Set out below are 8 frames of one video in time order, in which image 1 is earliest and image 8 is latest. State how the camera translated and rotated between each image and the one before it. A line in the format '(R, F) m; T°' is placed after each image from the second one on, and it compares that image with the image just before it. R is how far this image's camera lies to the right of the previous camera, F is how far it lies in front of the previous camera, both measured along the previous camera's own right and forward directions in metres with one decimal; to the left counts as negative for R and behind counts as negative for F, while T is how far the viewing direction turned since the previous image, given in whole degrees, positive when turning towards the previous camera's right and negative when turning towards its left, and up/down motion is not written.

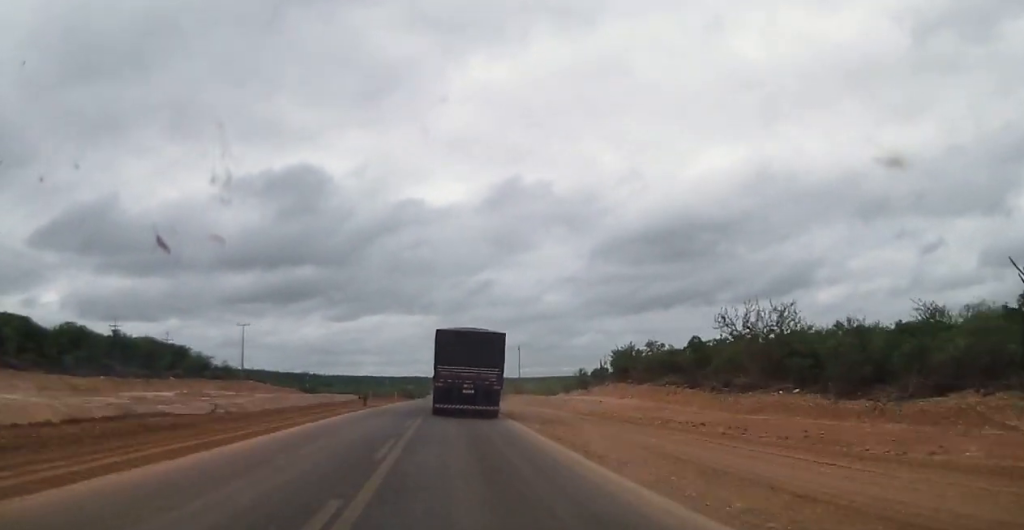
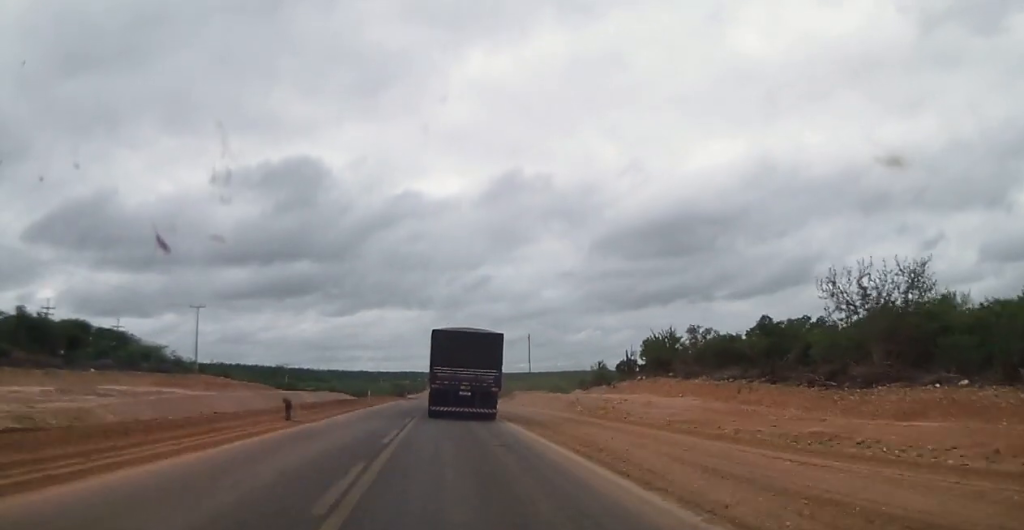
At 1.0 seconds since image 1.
(+0.5, +20.6) m; +1°
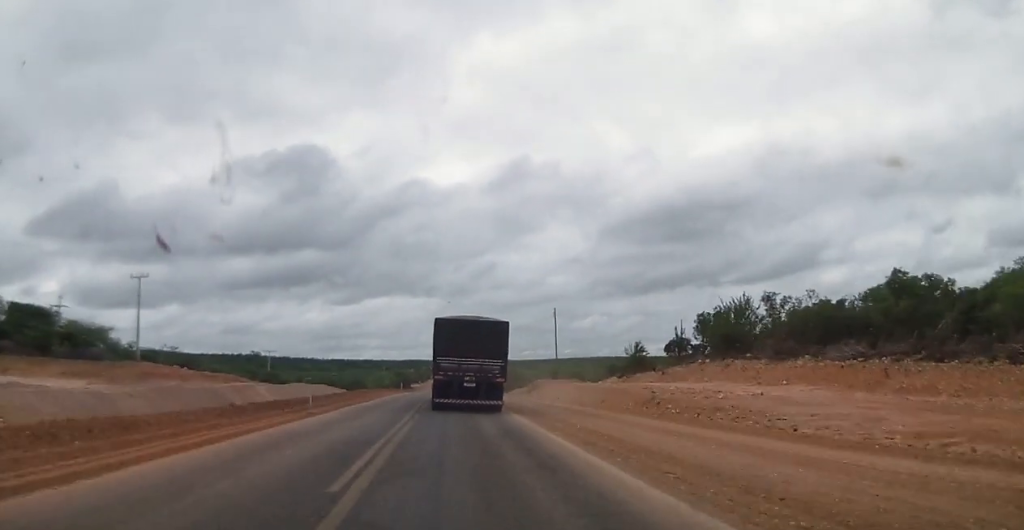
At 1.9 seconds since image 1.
(0.0, +20.9) m; -1°
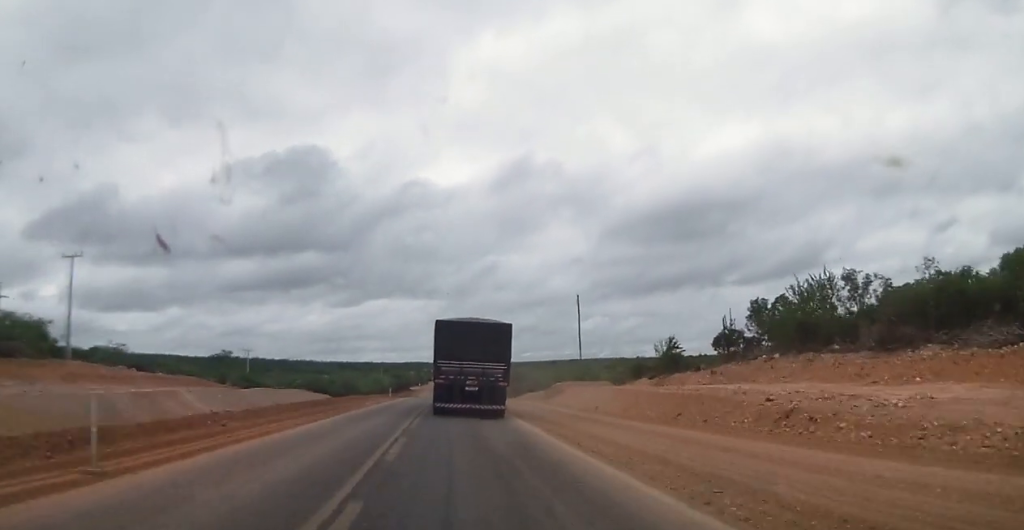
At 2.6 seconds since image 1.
(-0.2, +15.3) m; -1°
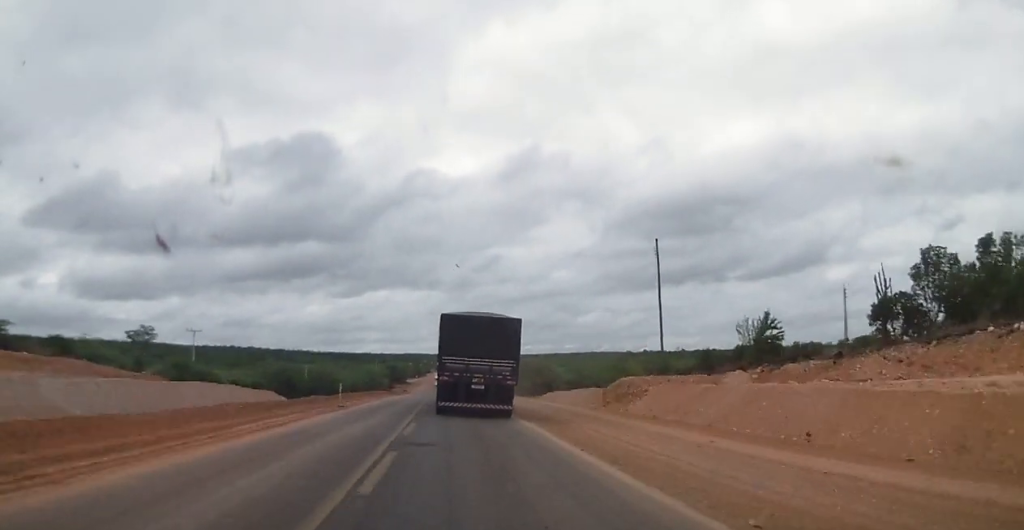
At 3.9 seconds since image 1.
(-0.1, +27.4) m; 0°
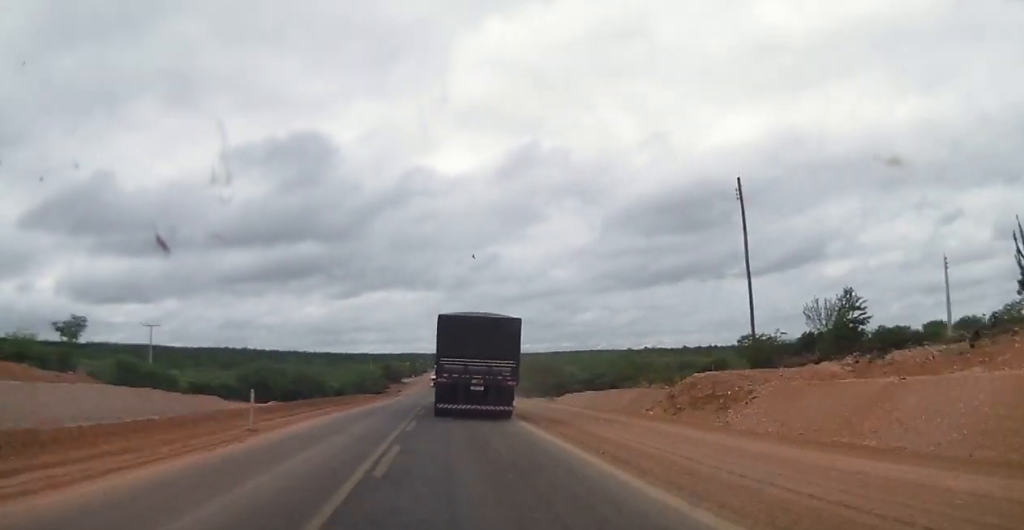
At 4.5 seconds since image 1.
(0.0, +14.2) m; 0°
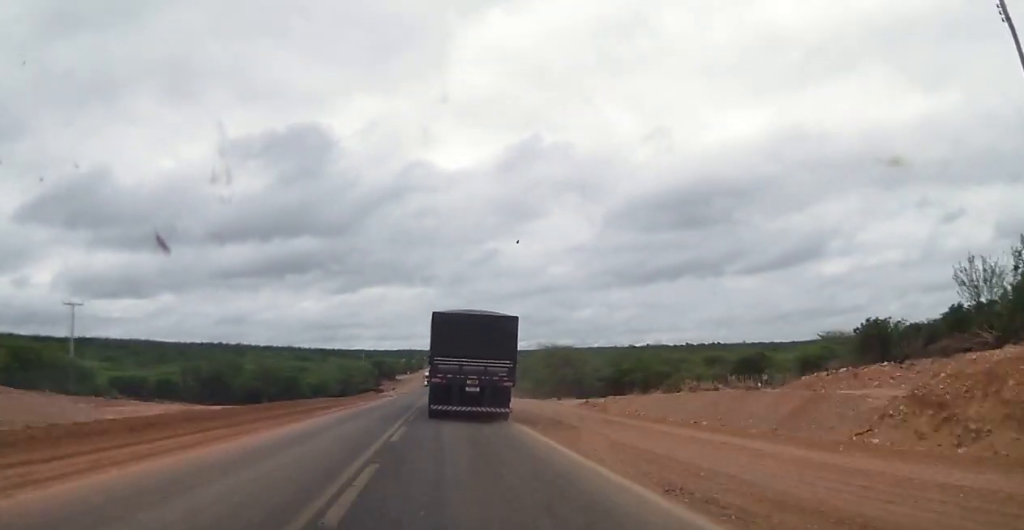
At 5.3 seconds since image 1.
(0.0, +18.9) m; 0°
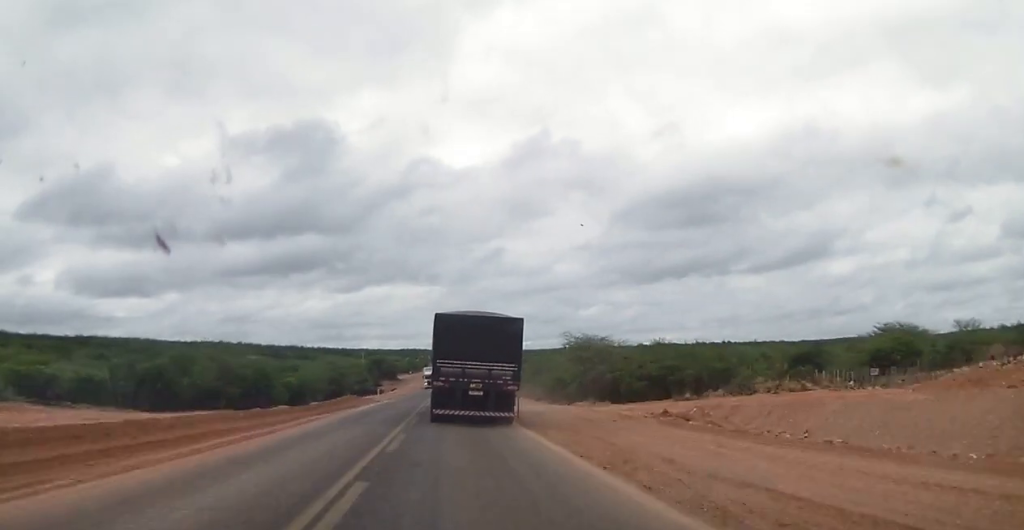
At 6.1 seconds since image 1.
(0.0, +17.5) m; 0°
